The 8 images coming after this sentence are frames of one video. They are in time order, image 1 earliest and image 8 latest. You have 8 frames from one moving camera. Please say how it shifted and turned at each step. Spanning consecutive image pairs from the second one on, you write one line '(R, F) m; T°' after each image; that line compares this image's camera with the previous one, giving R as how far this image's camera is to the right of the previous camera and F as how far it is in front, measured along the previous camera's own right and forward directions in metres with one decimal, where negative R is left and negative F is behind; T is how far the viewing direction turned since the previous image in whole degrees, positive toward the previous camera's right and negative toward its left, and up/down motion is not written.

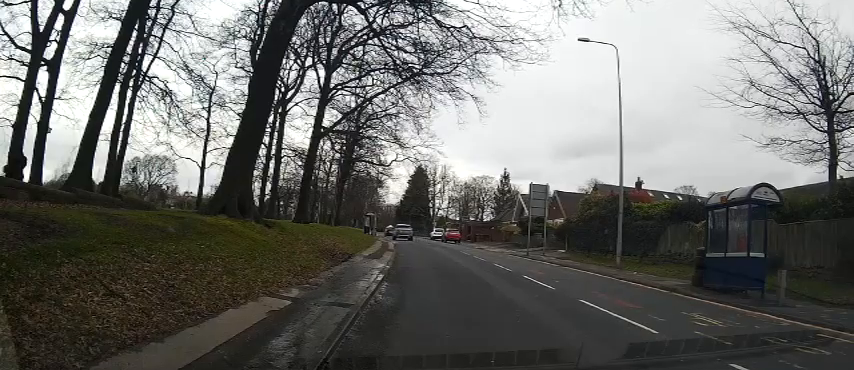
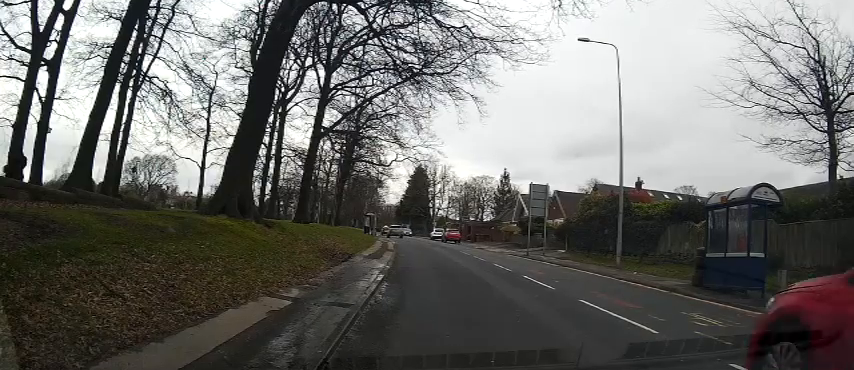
(0.0, +0.3) m; 0°
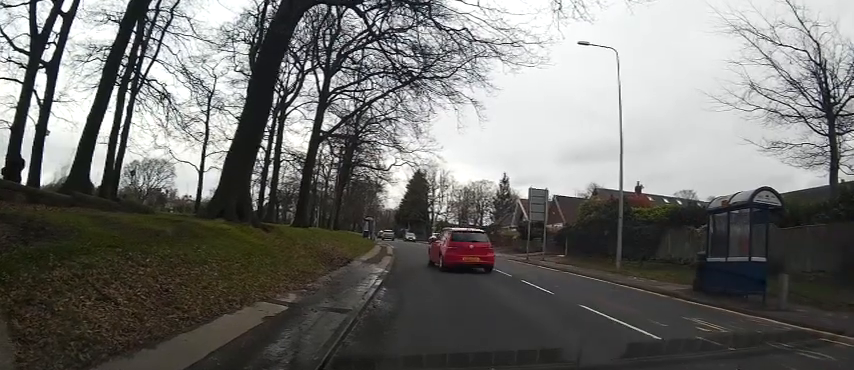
(0.0, +0.4) m; 0°
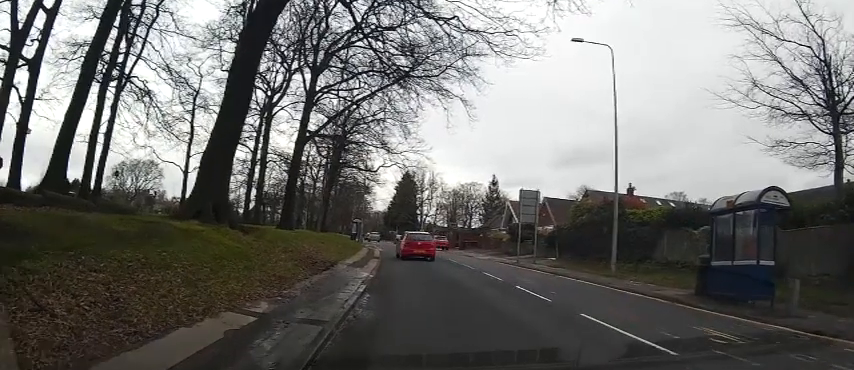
(0.0, 0.0) m; 0°
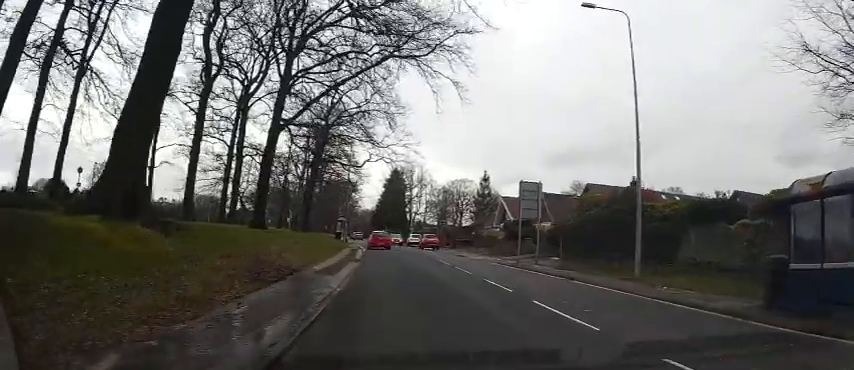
(0.0, +0.5) m; +1°
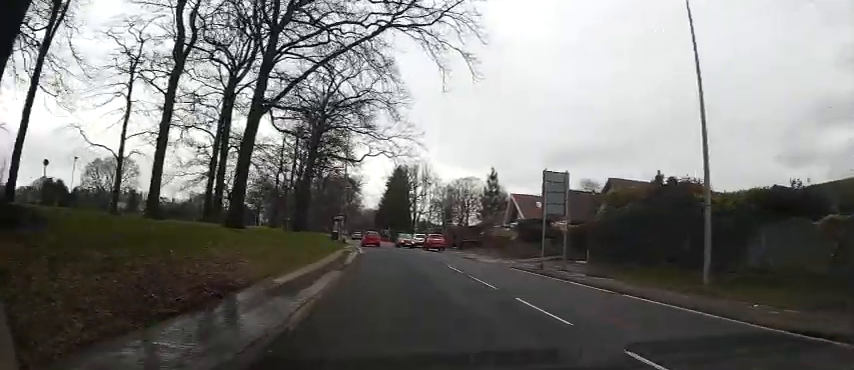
(0.0, +1.7) m; +1°
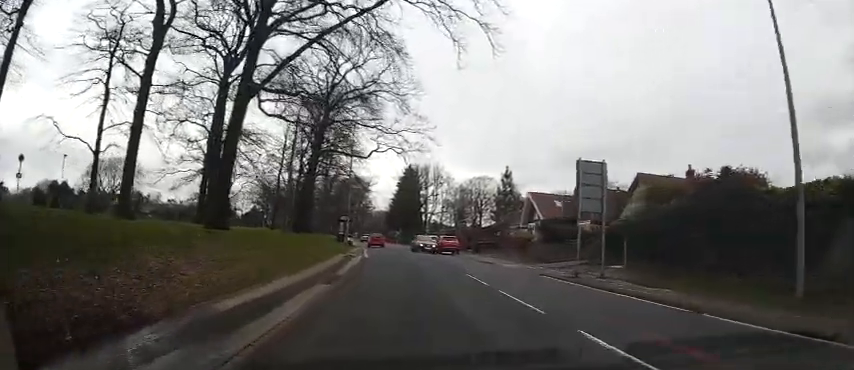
(0.0, +2.0) m; 0°
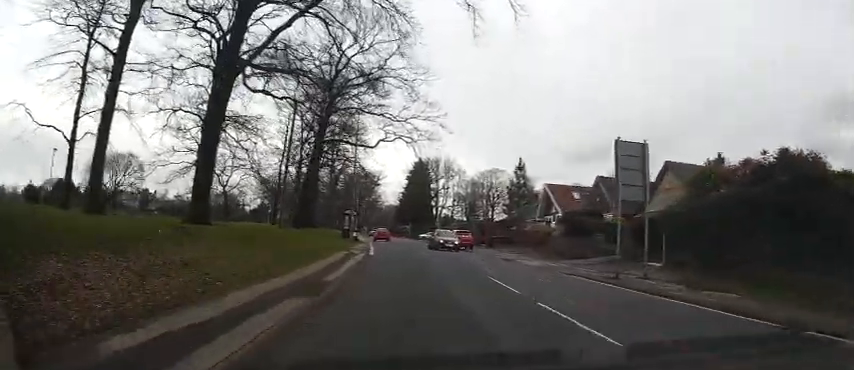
(0.0, +2.6) m; +1°
